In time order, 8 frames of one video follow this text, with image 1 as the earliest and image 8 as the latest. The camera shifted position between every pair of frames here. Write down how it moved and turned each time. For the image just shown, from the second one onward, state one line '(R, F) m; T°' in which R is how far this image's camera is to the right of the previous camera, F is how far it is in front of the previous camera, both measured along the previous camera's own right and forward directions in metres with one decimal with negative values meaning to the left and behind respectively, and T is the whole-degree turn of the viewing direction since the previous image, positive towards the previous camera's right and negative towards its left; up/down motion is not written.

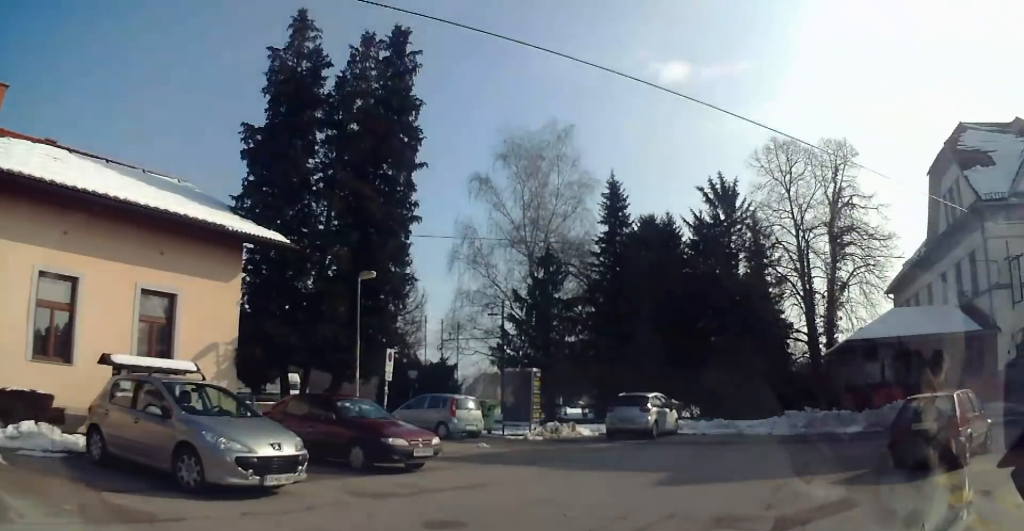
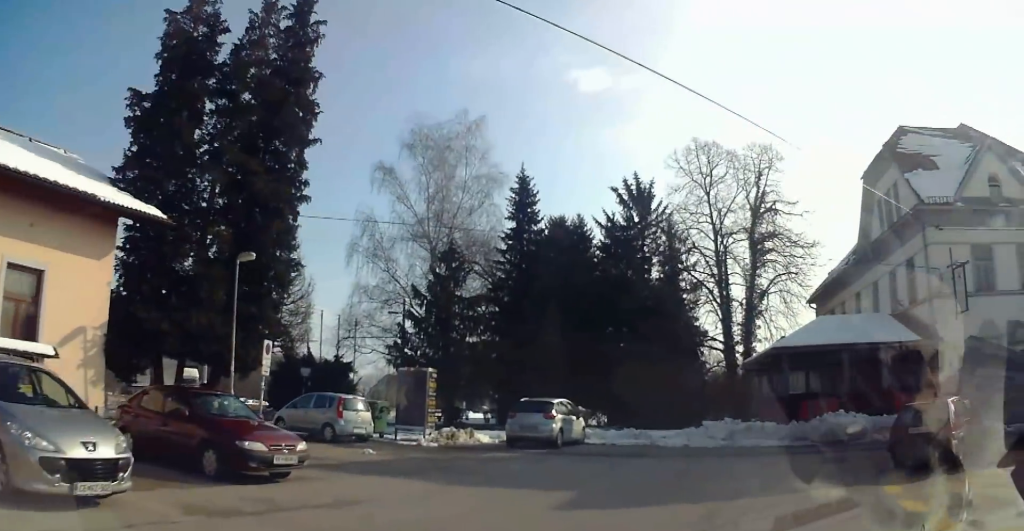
(+0.4, +2.1) m; +13°
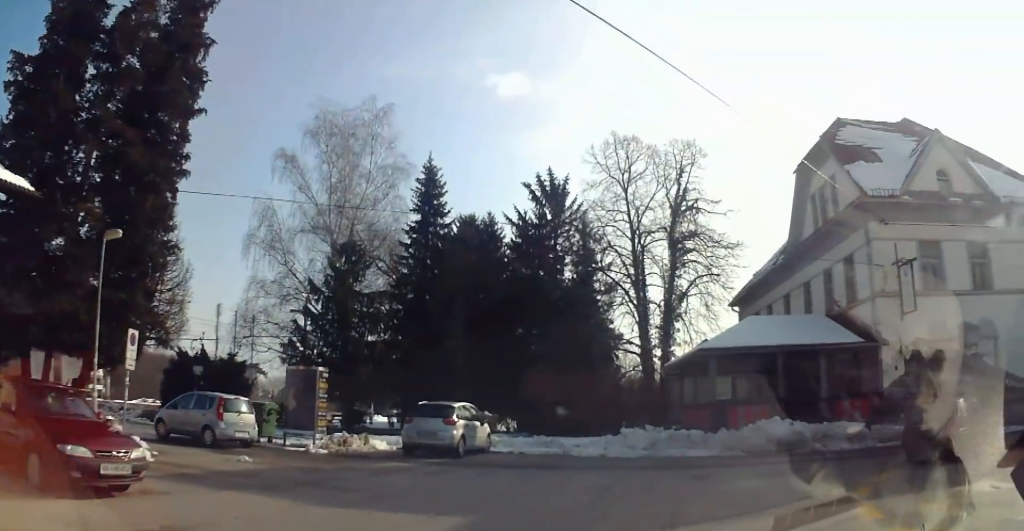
(+0.3, +2.4) m; +5°
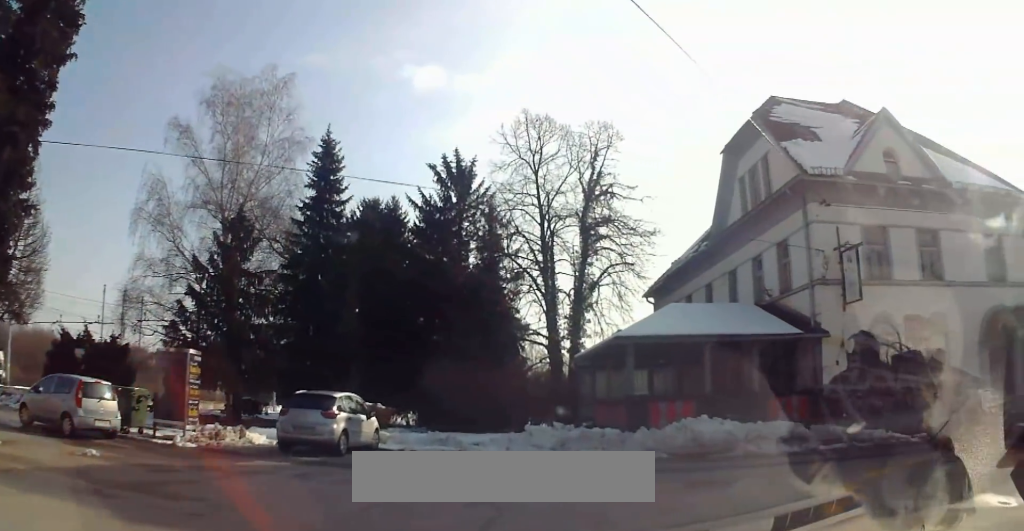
(+0.1, +3.2) m; +1°
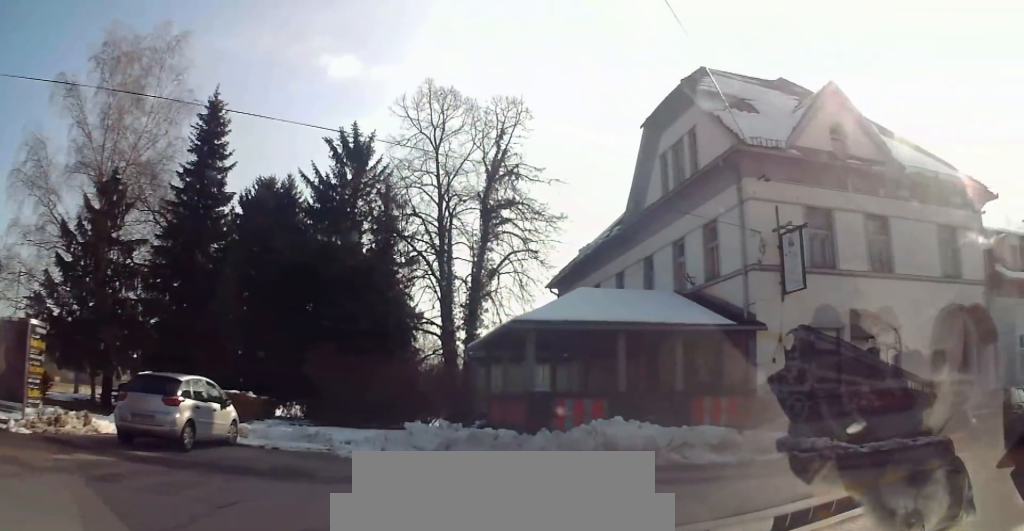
(-0.1, +3.4) m; 0°
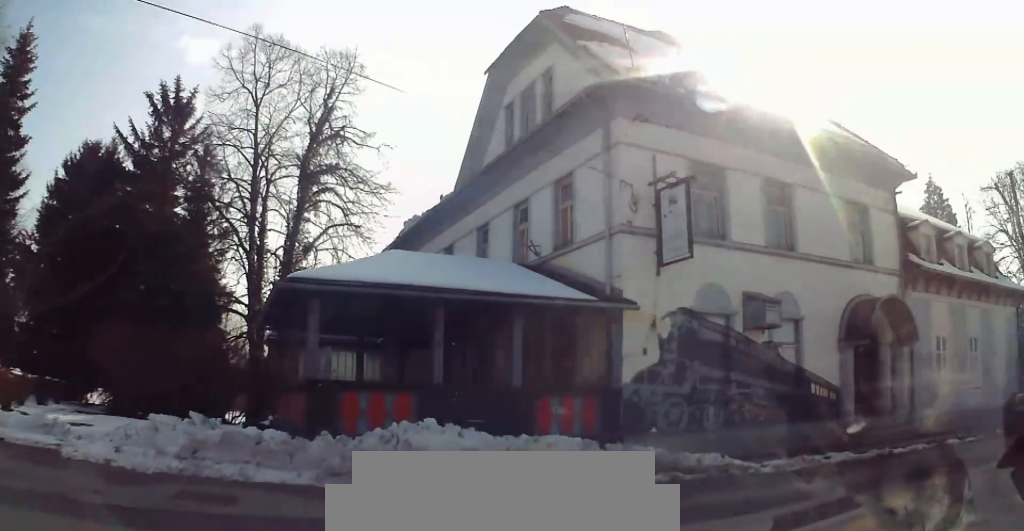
(+0.1, +5.3) m; +3°
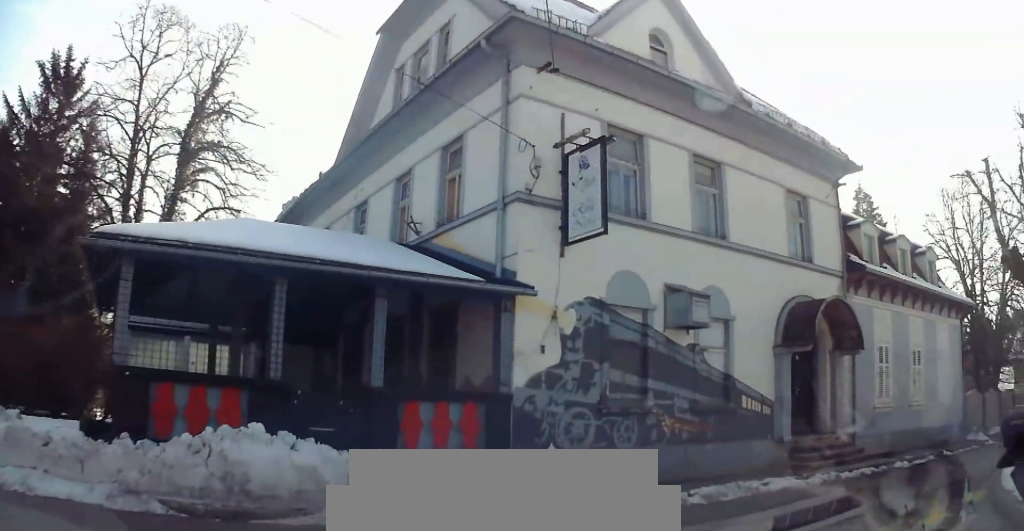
(0.0, +3.3) m; +11°
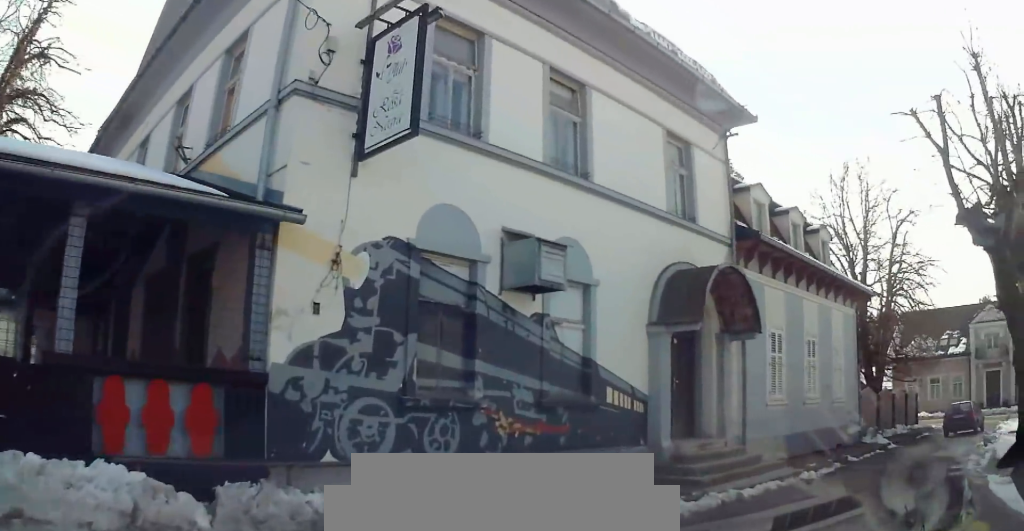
(+1.0, +4.3) m; +24°
